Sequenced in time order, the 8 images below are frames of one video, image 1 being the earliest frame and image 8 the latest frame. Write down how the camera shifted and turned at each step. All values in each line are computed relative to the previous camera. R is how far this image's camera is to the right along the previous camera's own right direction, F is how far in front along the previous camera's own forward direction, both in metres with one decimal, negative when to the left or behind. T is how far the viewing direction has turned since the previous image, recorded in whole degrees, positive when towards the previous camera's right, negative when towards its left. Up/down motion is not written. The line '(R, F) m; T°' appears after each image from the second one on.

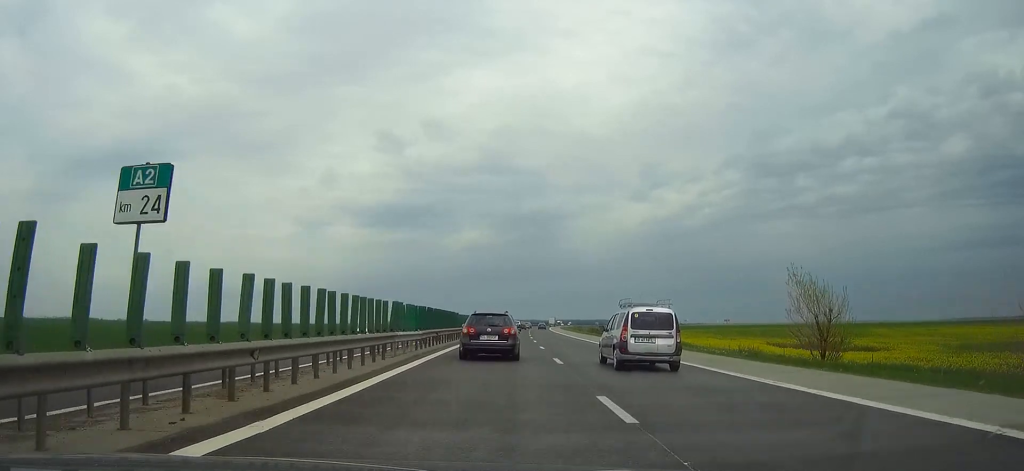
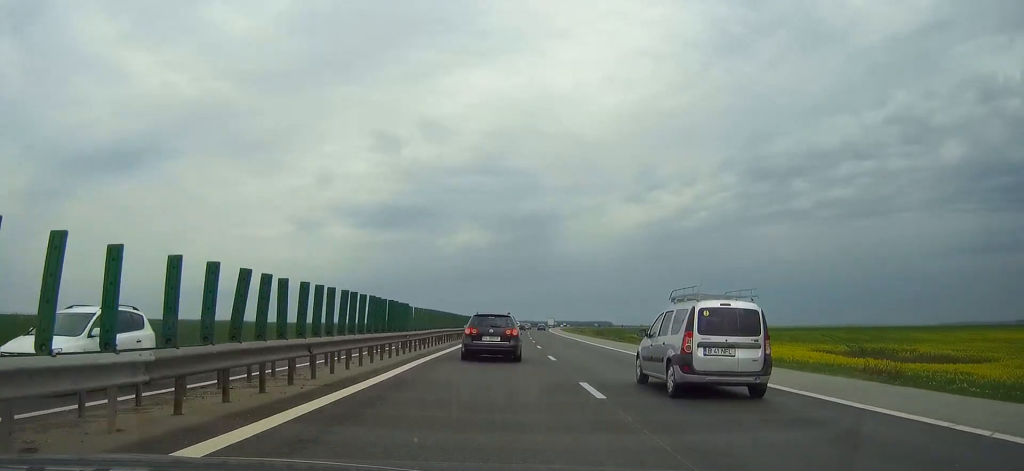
(+0.1, +21.3) m; 0°
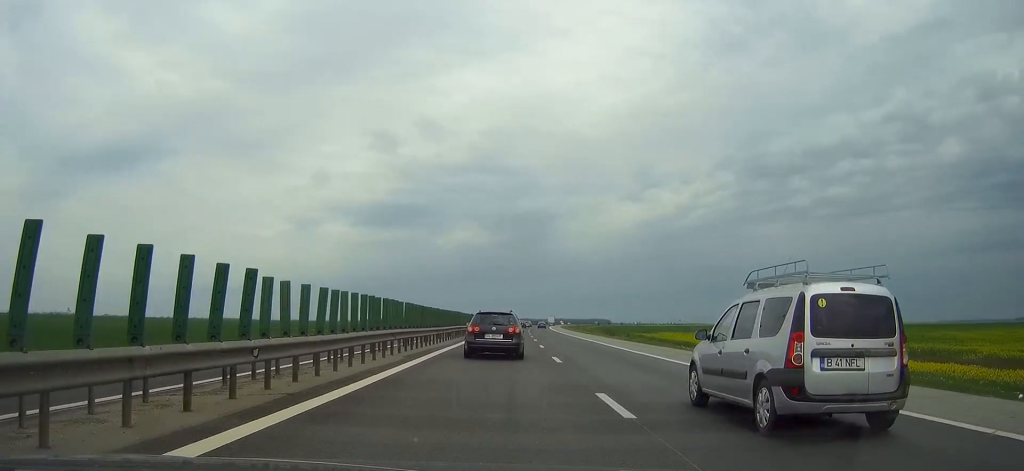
(0.0, +14.9) m; 0°
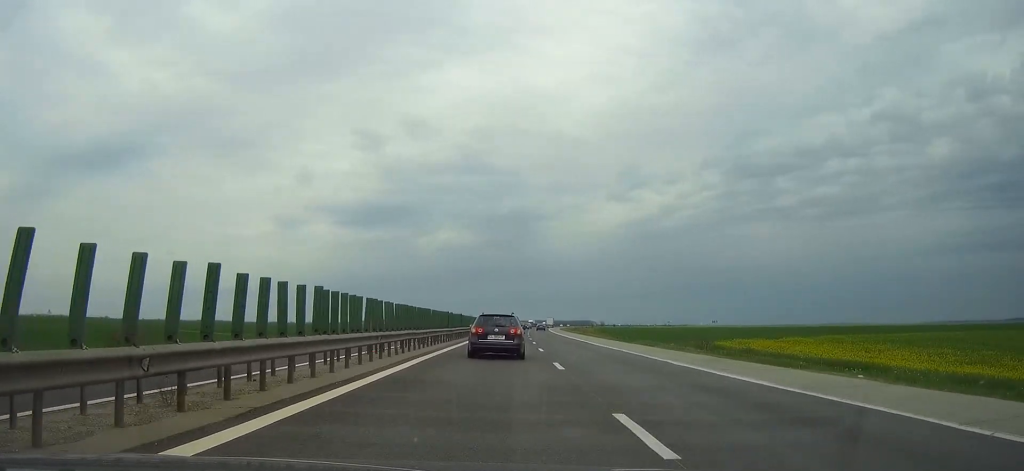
(+0.8, +63.2) m; +1°
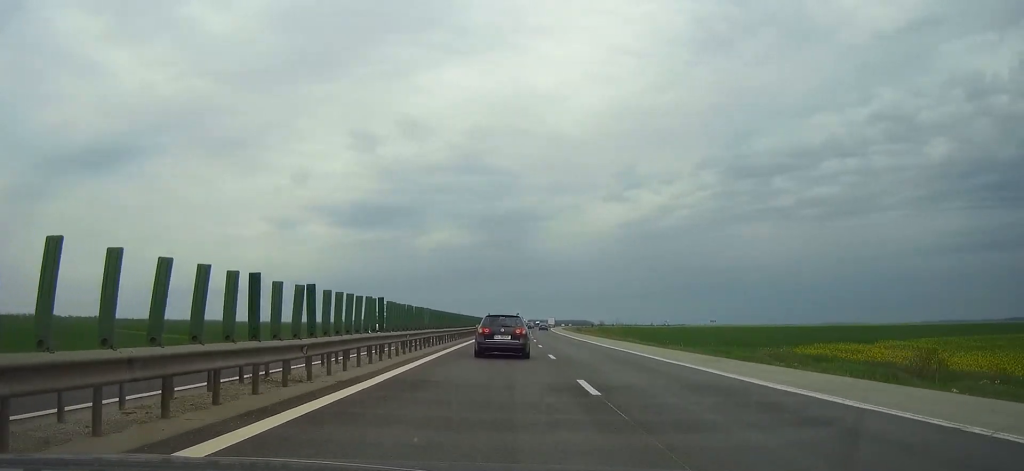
(0.0, +30.4) m; 0°
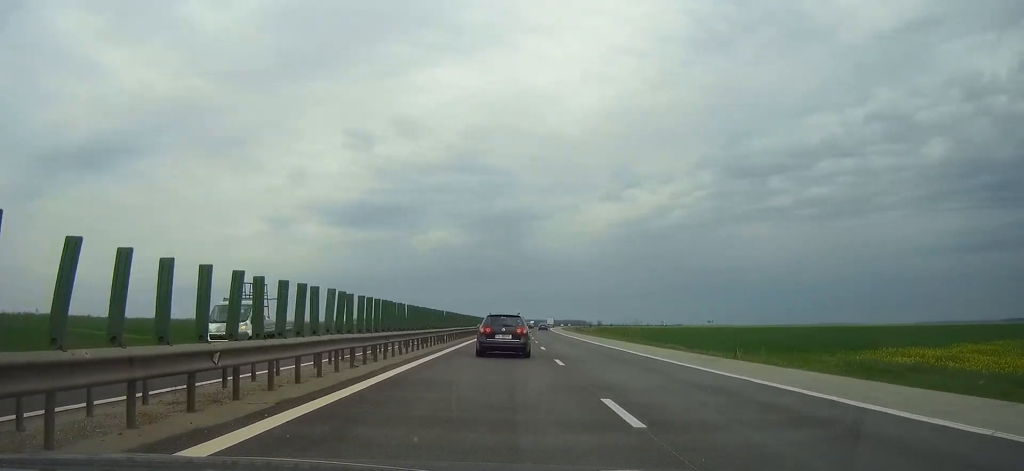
(+0.1, +15.8) m; 0°
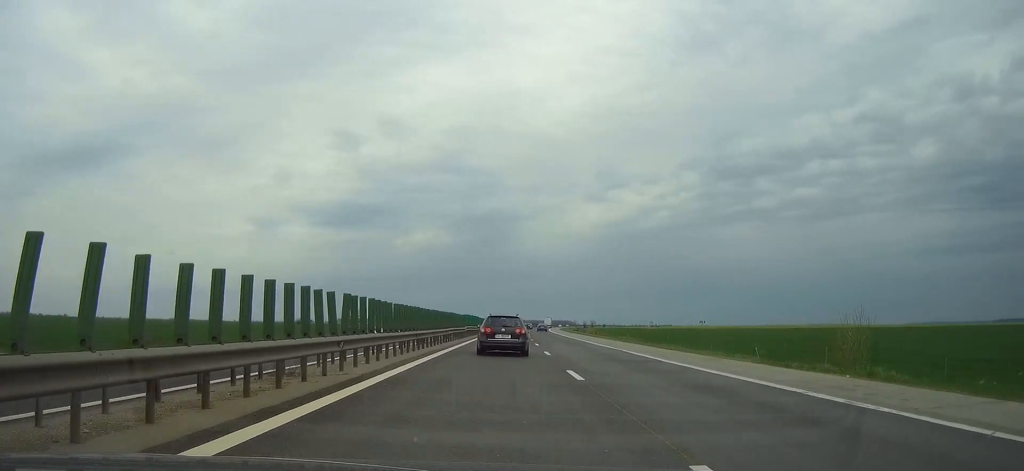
(+0.7, +53.0) m; +2°
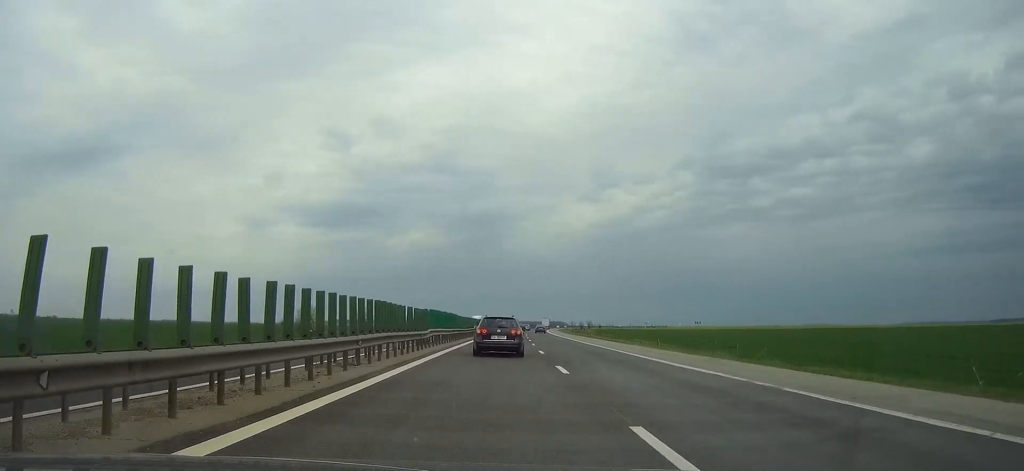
(+0.1, +21.5) m; 0°
